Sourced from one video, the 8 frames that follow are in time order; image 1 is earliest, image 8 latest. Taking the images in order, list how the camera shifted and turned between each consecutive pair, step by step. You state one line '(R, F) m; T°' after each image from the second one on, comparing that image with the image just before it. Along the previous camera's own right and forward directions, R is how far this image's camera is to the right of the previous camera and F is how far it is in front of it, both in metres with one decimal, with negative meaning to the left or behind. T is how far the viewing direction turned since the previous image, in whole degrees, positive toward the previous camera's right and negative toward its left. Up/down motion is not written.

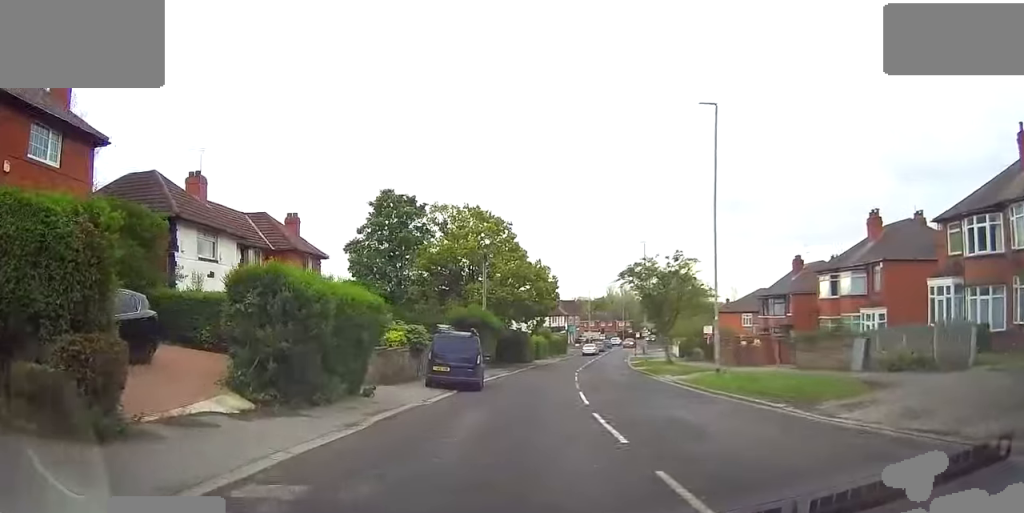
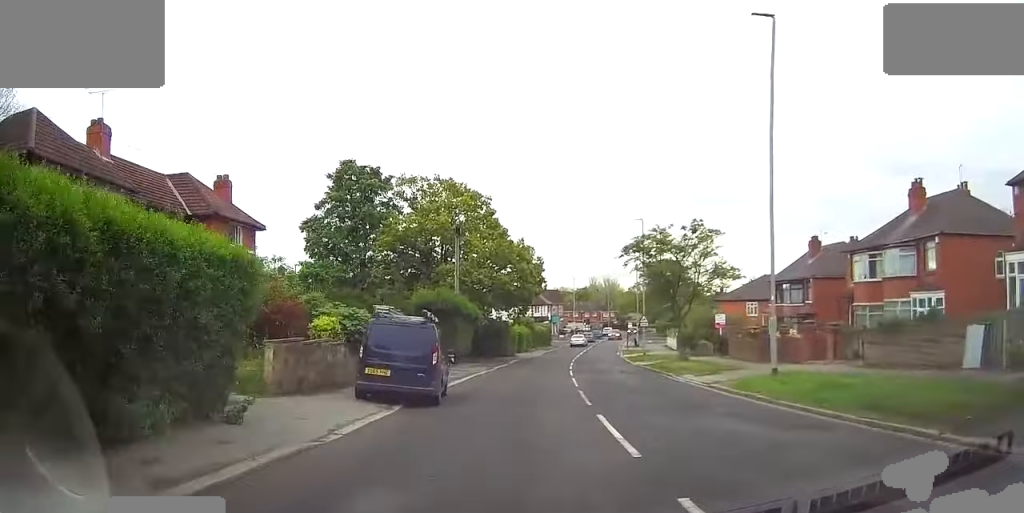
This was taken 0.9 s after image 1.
(+0.4, +7.4) m; +3°
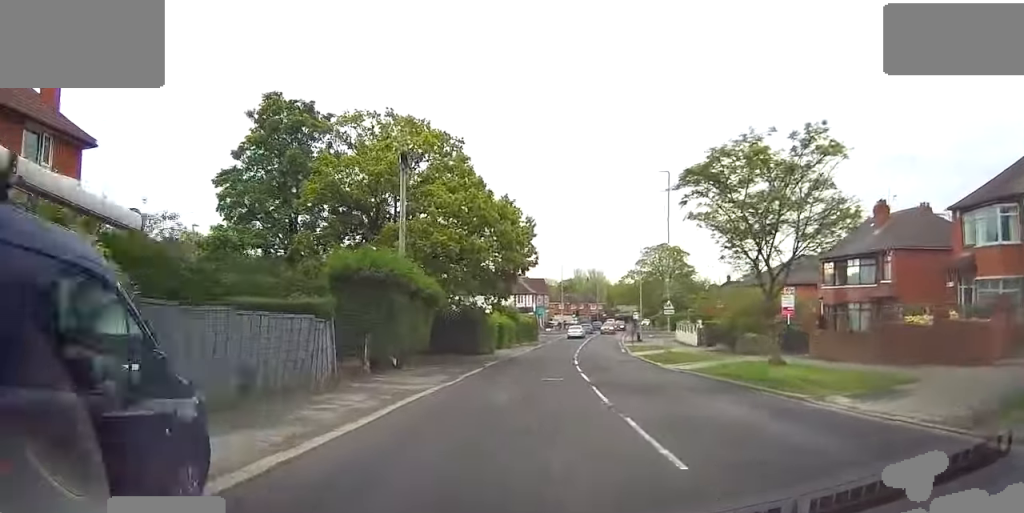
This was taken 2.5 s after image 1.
(-0.1, +13.0) m; -1°
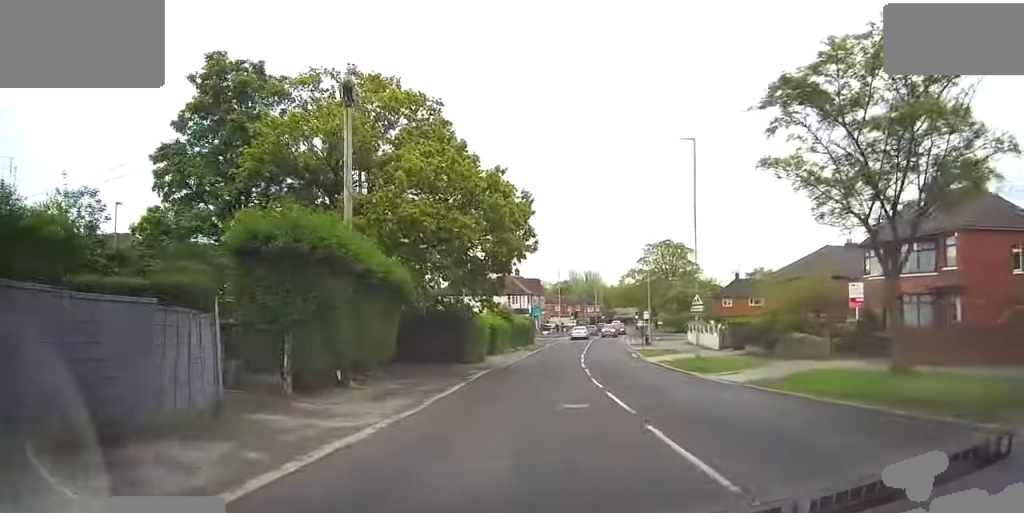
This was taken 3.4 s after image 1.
(+0.2, +6.9) m; +1°
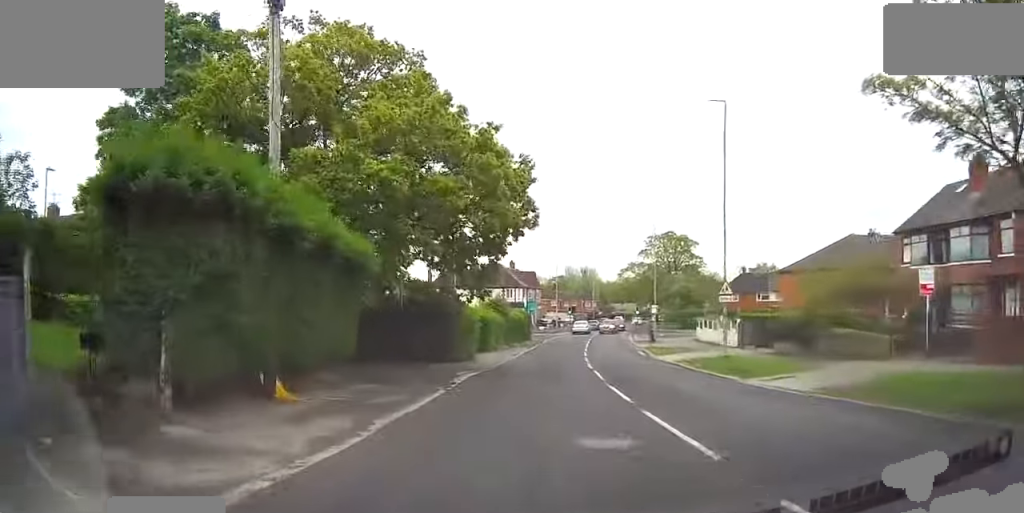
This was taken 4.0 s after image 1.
(0.0, +5.0) m; 0°
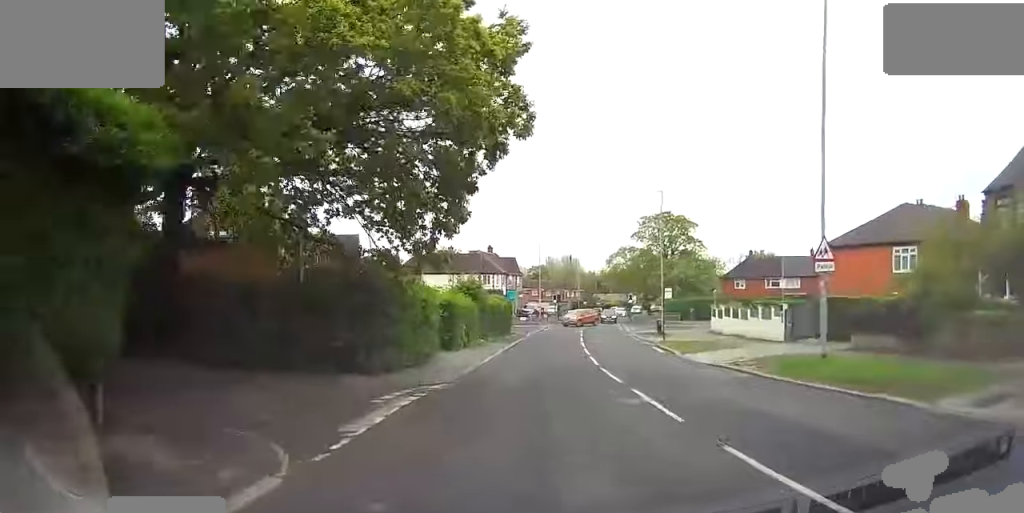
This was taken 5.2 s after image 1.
(0.0, +10.2) m; +3°
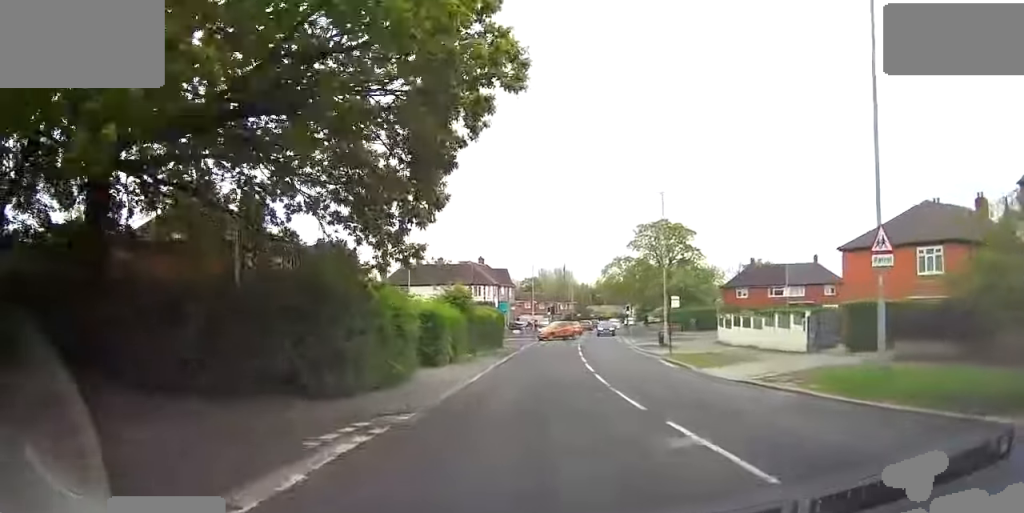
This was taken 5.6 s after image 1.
(+0.1, +3.3) m; +1°
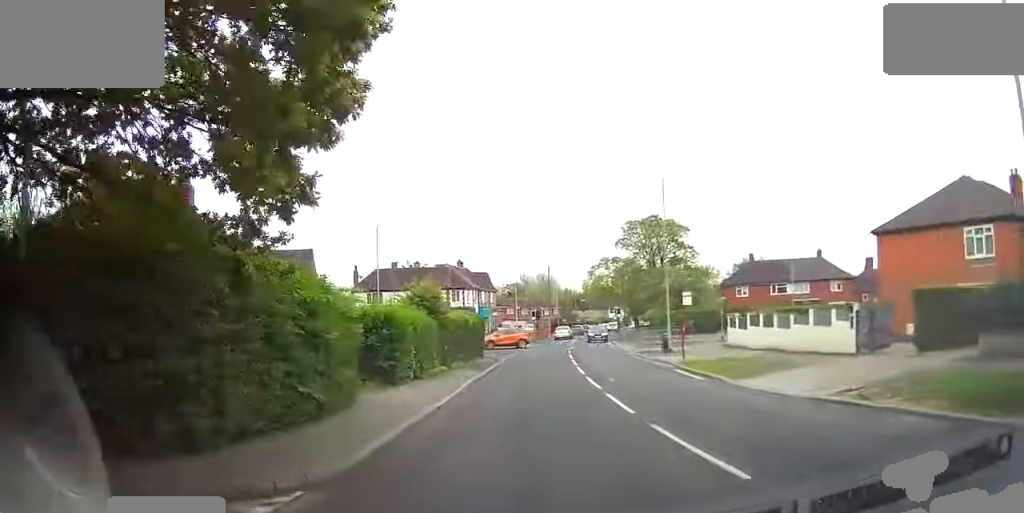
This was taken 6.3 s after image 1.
(+0.4, +5.7) m; 0°
